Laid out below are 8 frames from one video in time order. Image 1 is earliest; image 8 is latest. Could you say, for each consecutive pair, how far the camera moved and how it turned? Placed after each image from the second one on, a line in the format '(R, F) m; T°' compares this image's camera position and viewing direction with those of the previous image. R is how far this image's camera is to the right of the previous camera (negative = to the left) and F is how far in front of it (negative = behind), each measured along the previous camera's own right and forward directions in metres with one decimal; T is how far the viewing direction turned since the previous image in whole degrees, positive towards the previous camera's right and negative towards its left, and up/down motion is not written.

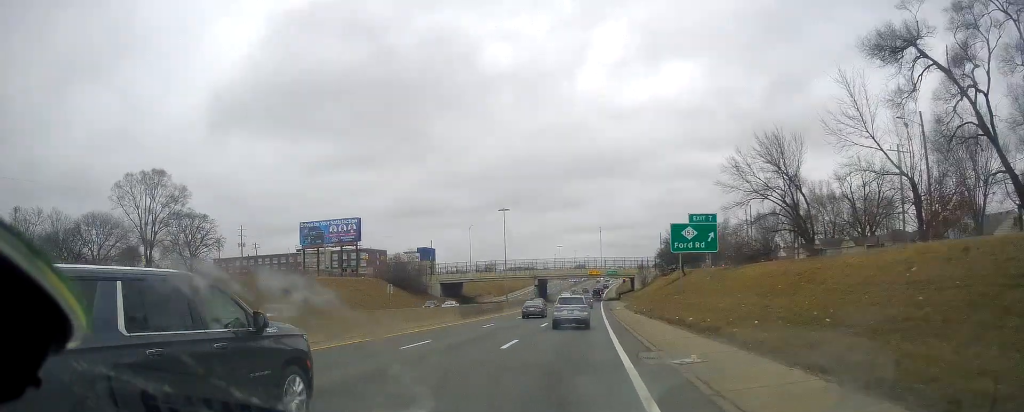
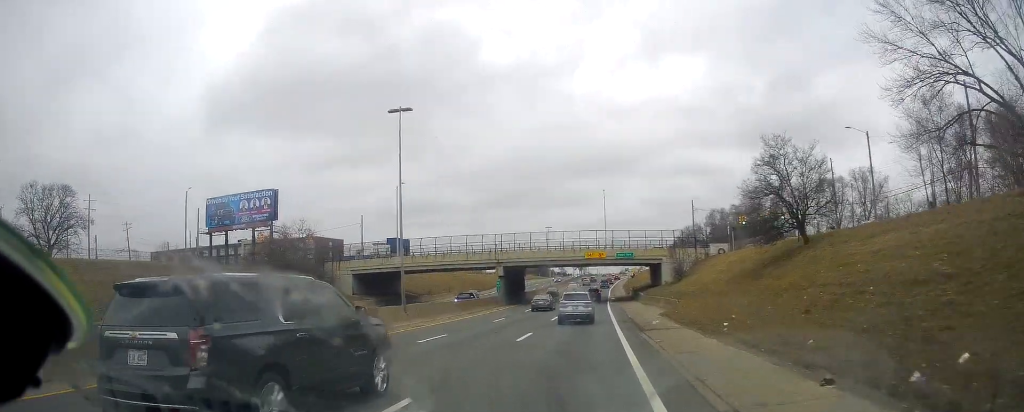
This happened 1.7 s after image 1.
(-0.5, +43.9) m; -1°
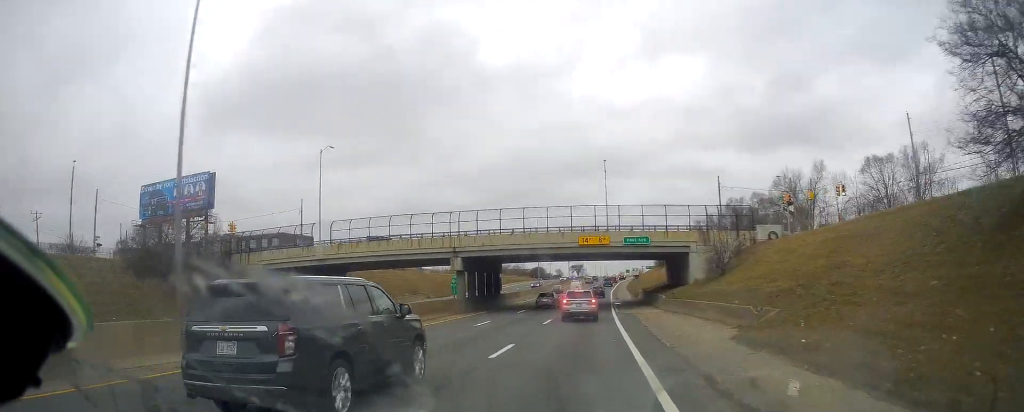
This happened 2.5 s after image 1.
(-0.3, +21.2) m; +1°
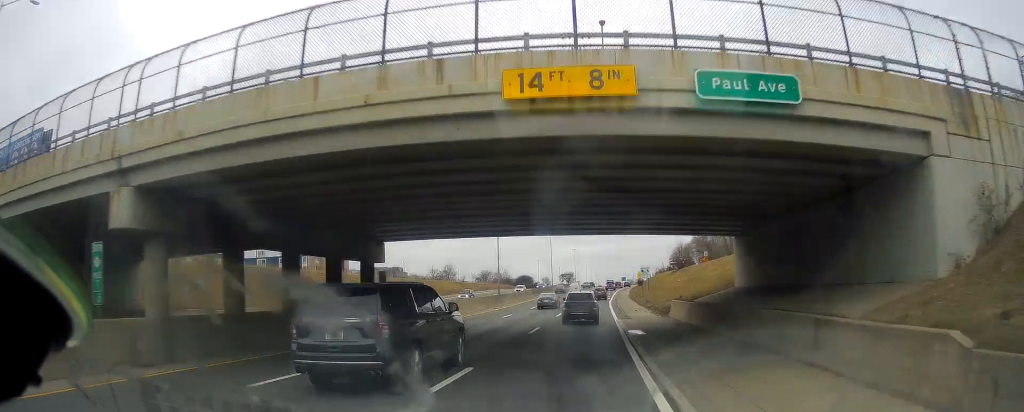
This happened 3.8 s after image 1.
(+1.0, +36.5) m; +3°
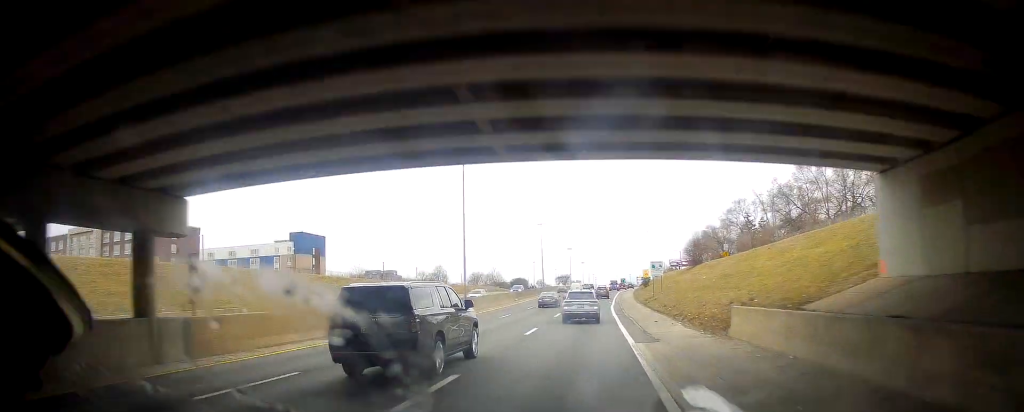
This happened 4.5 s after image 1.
(+0.3, +16.9) m; -1°
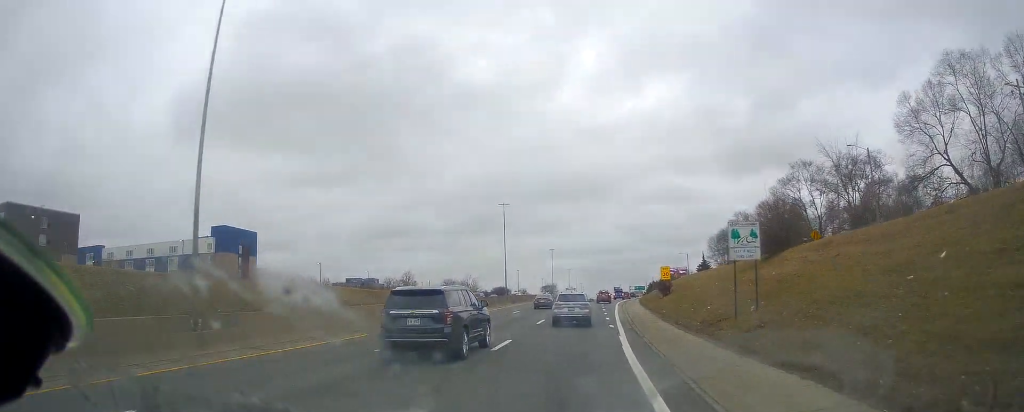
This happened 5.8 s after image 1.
(-0.9, +36.3) m; -2°
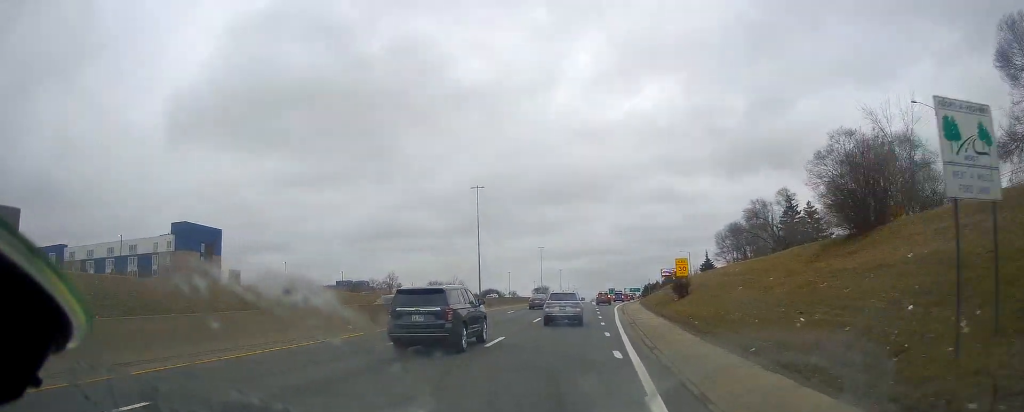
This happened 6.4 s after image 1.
(0.0, +14.1) m; +1°
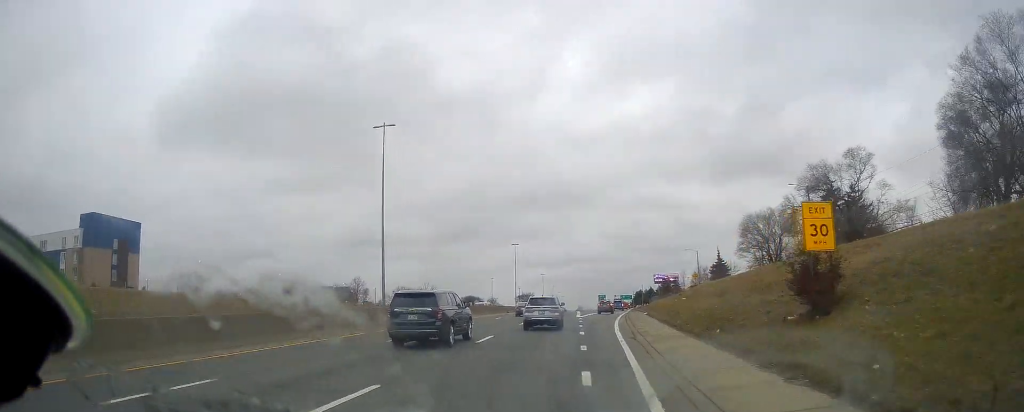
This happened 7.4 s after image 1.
(+0.5, +27.2) m; +3°
